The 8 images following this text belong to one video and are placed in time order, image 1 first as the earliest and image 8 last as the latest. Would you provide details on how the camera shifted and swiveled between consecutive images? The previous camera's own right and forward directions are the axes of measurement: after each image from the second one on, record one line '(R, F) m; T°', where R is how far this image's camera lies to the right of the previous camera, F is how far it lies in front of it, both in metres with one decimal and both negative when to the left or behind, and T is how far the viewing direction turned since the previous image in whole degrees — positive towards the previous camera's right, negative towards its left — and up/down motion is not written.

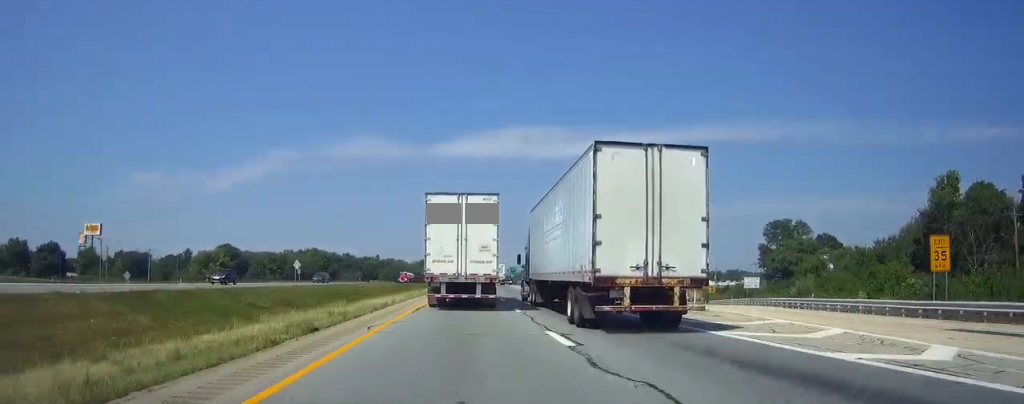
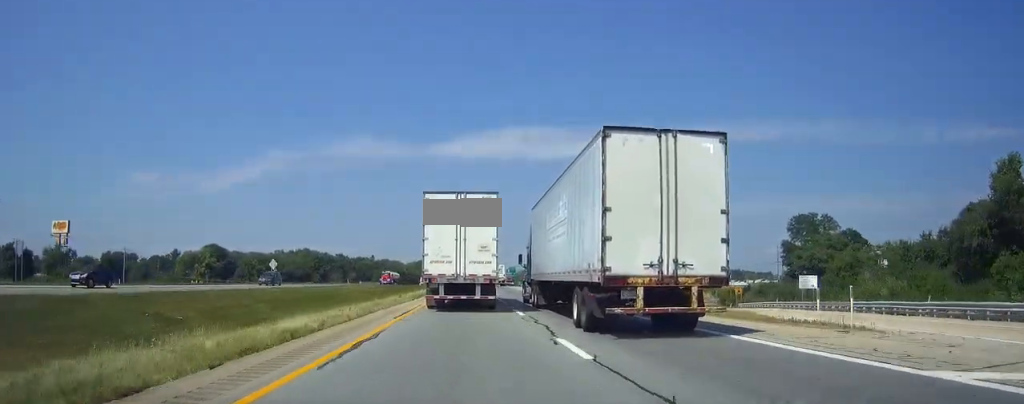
(+0.1, +14.0) m; 0°
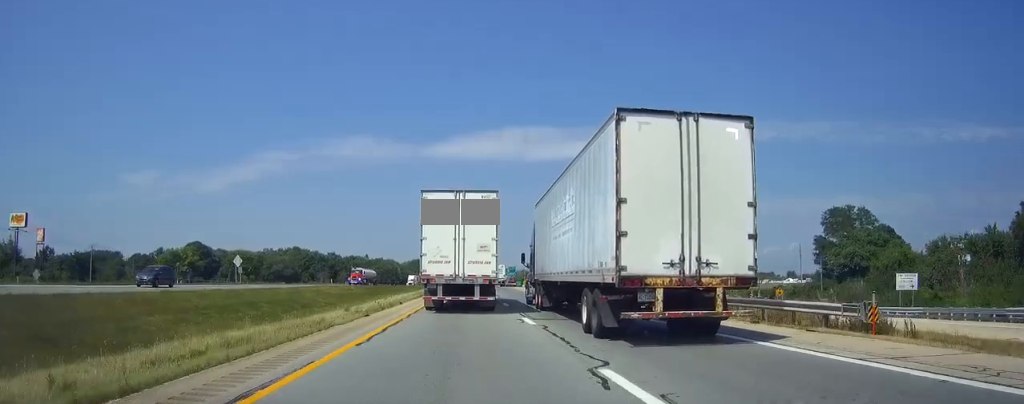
(0.0, +16.6) m; 0°
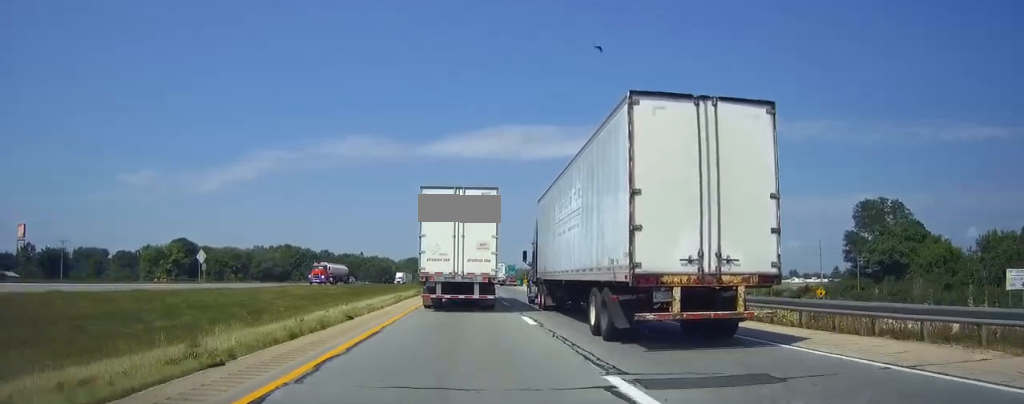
(0.0, +13.0) m; 0°
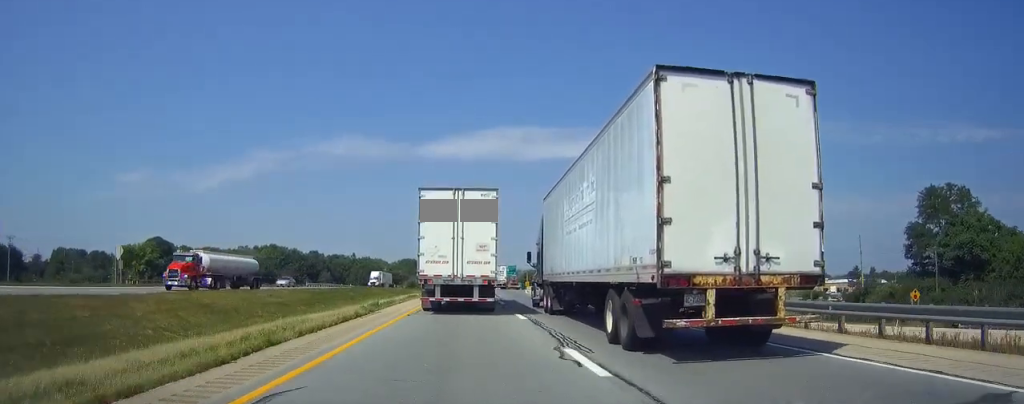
(0.0, +21.5) m; 0°
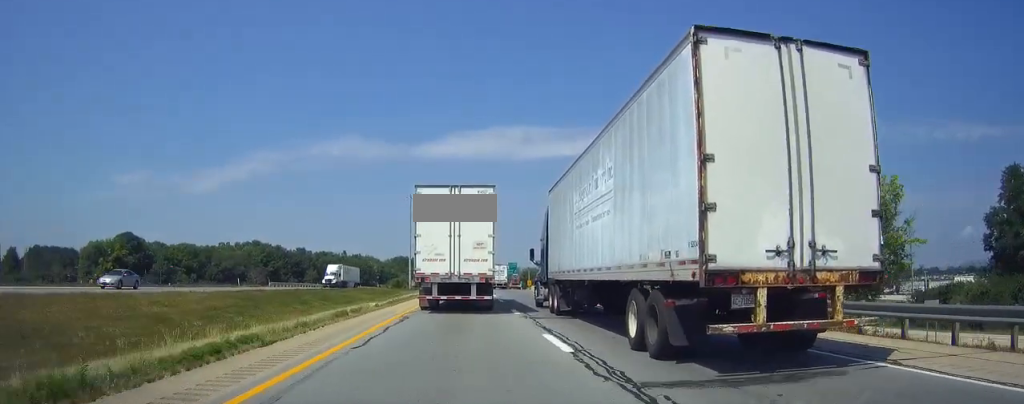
(0.0, +22.2) m; 0°
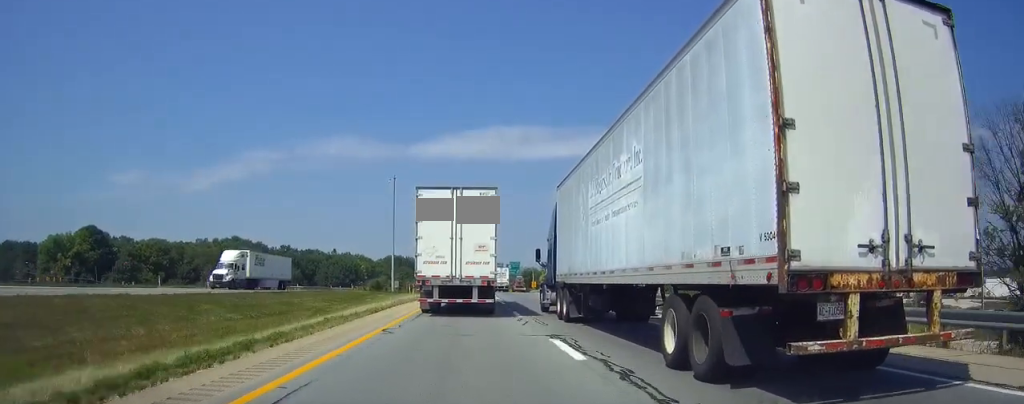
(+0.1, +24.6) m; 0°
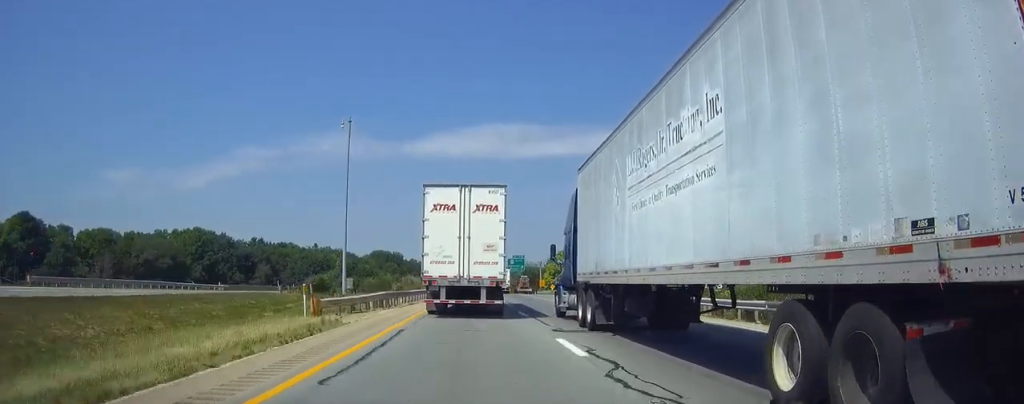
(+0.3, +36.3) m; +1°
